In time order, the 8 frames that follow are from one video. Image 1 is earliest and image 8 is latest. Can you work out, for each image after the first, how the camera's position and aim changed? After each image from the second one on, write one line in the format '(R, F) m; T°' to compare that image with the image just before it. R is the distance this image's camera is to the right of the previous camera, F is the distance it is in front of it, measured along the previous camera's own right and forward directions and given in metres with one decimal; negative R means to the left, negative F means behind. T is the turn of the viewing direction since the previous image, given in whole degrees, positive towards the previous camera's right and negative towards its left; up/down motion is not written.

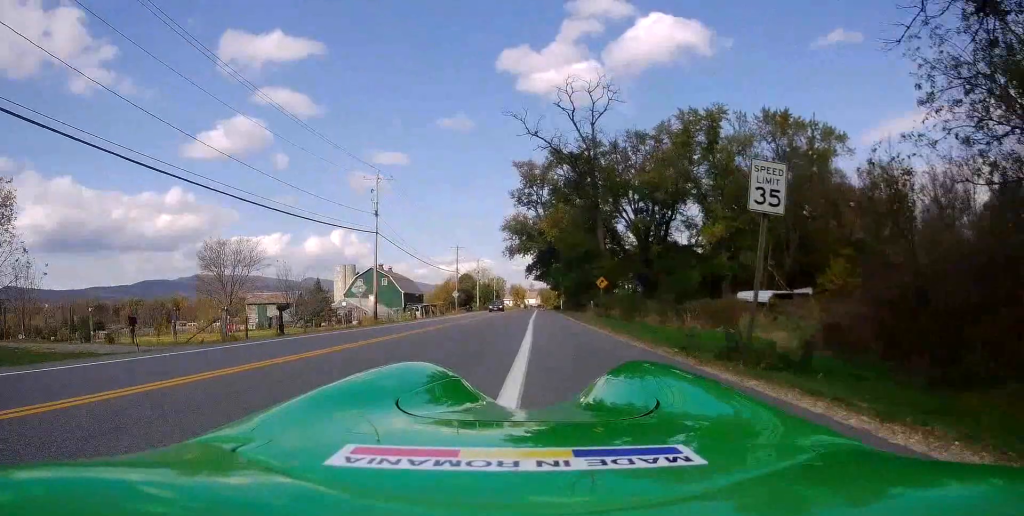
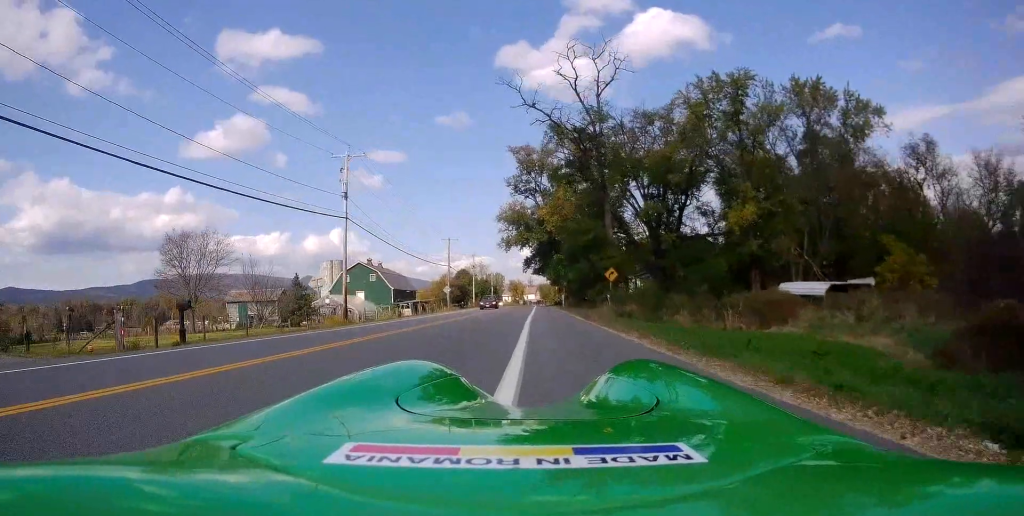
(0.0, +7.6) m; 0°
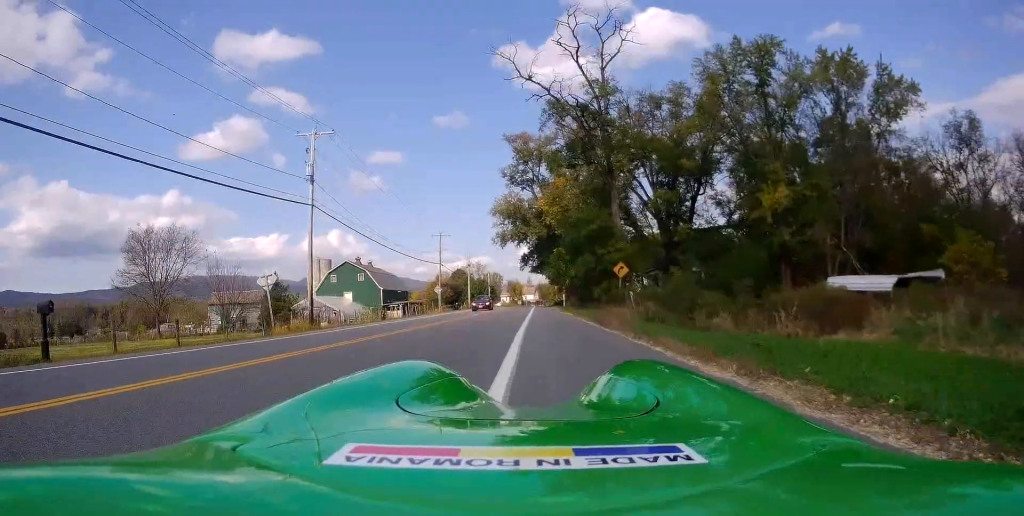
(0.0, +6.2) m; 0°
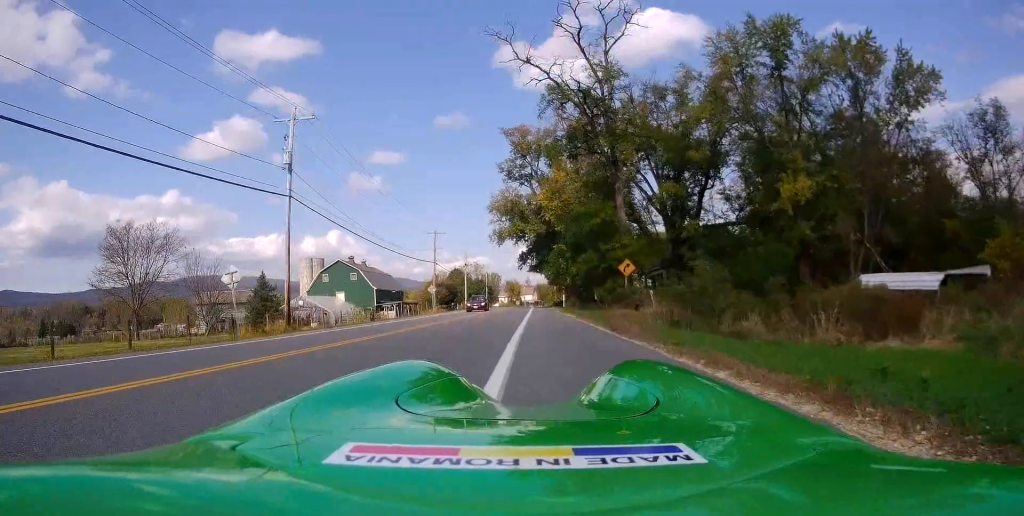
(+0.1, +3.1) m; -1°
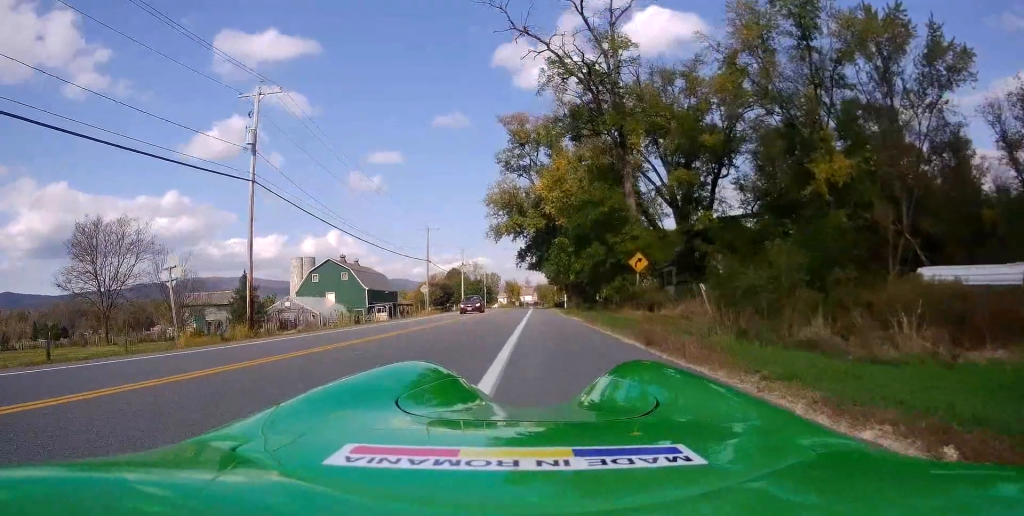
(+0.1, +4.7) m; -1°
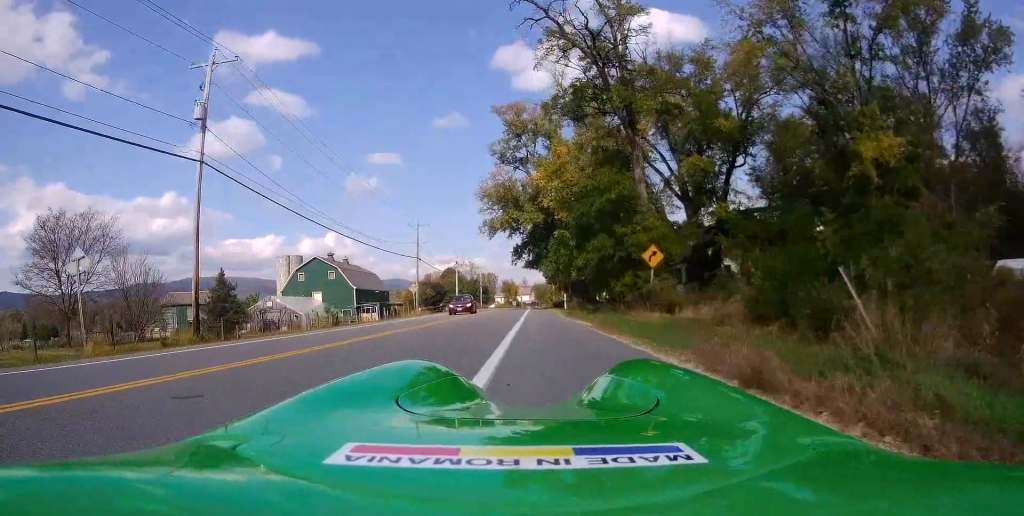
(-0.4, +4.5) m; +2°
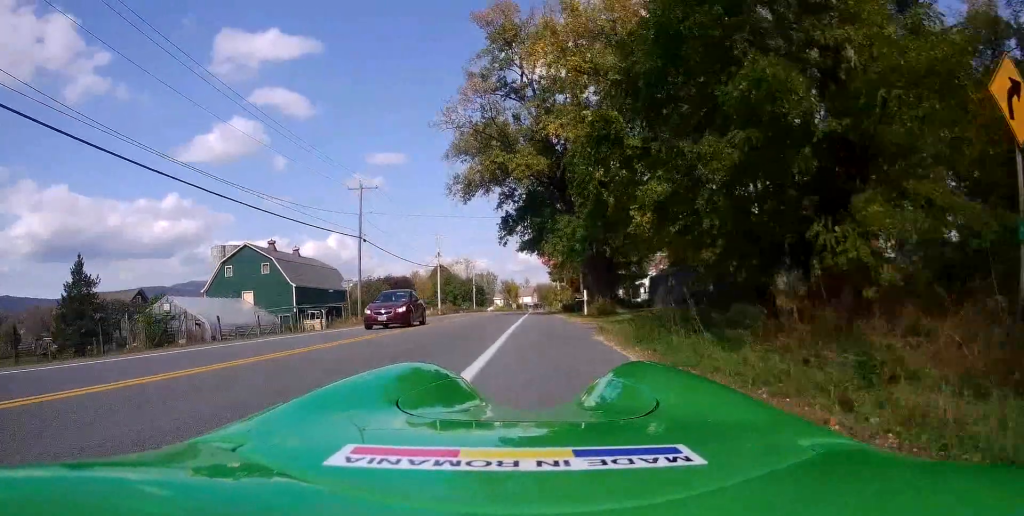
(+0.2, +22.0) m; 0°
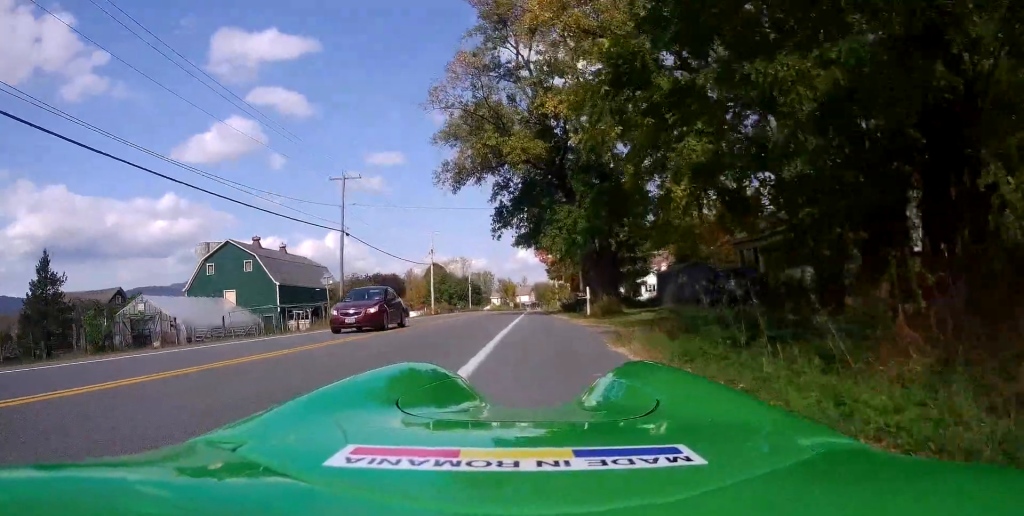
(+0.1, +3.4) m; +1°
